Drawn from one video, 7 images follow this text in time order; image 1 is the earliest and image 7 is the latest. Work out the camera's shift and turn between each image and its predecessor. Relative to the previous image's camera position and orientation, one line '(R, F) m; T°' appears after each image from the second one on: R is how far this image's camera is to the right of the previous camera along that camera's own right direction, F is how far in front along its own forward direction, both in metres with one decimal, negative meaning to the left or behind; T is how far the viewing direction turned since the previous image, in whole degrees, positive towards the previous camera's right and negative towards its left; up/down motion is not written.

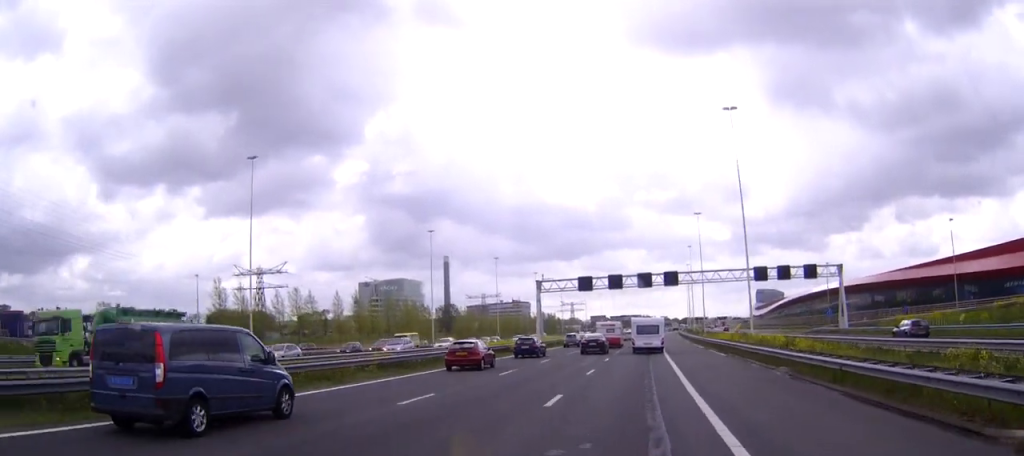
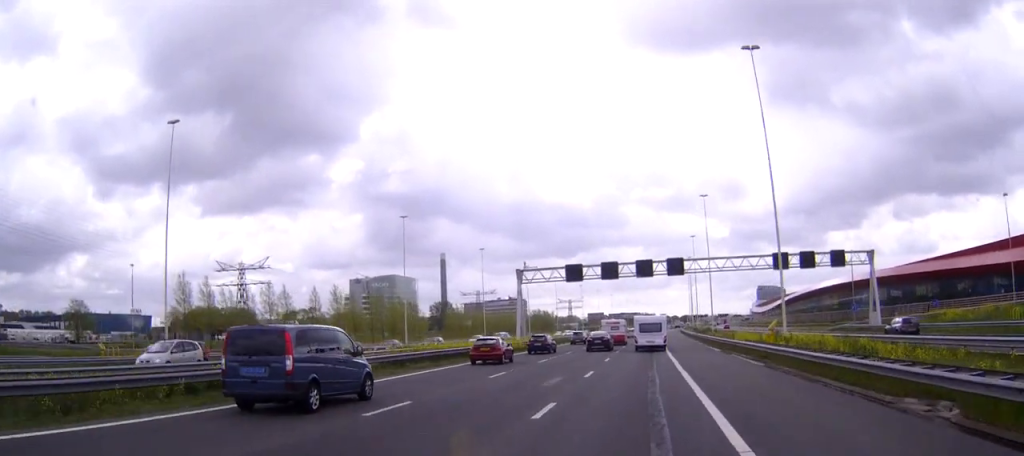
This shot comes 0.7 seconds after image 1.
(0.0, +14.6) m; 0°
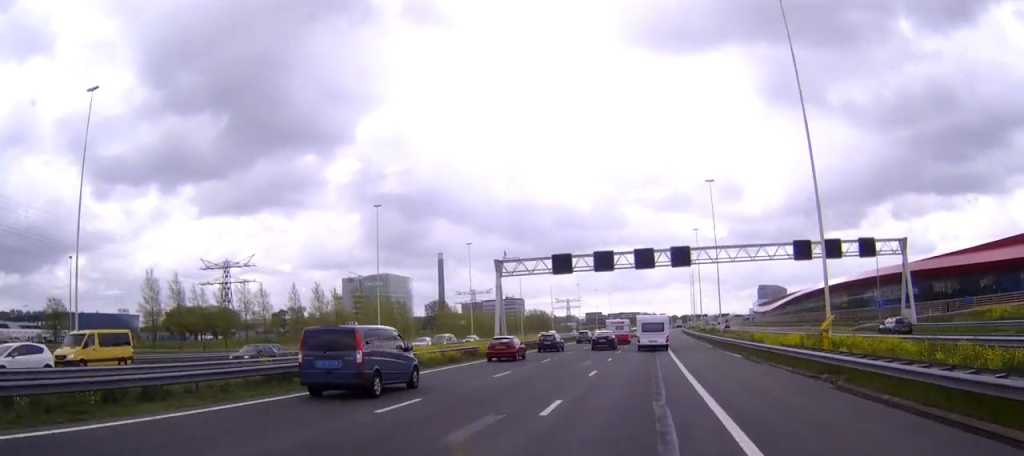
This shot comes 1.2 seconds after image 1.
(0.0, +11.6) m; 0°
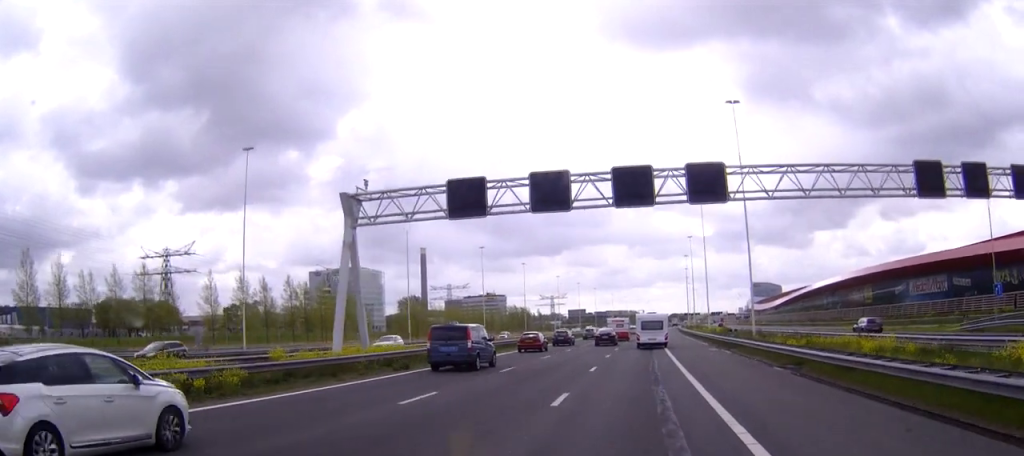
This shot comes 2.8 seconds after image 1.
(+0.3, +34.7) m; +1°
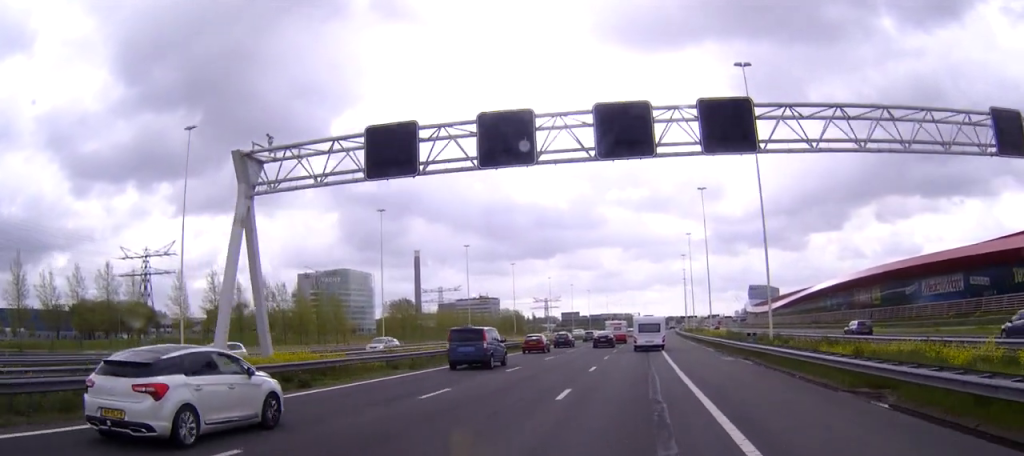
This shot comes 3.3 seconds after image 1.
(0.0, +10.1) m; 0°
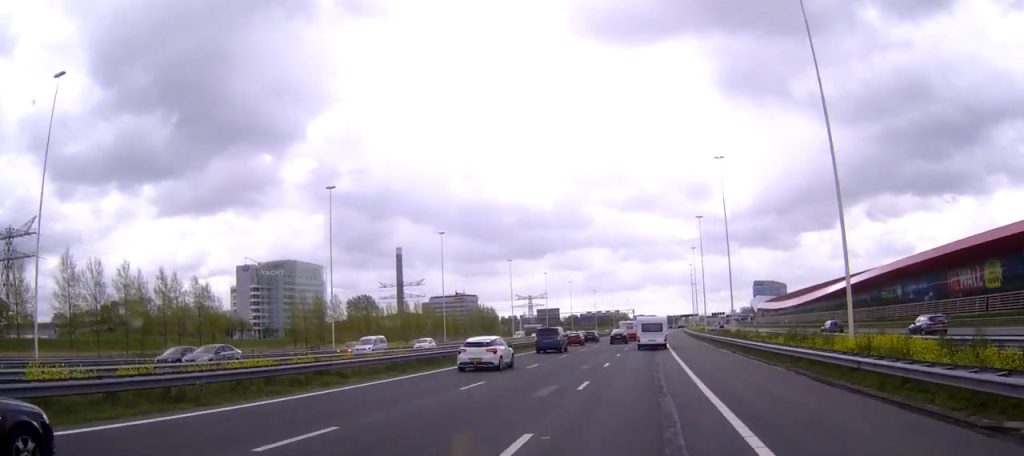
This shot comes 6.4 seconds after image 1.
(+0.3, +68.3) m; +1°
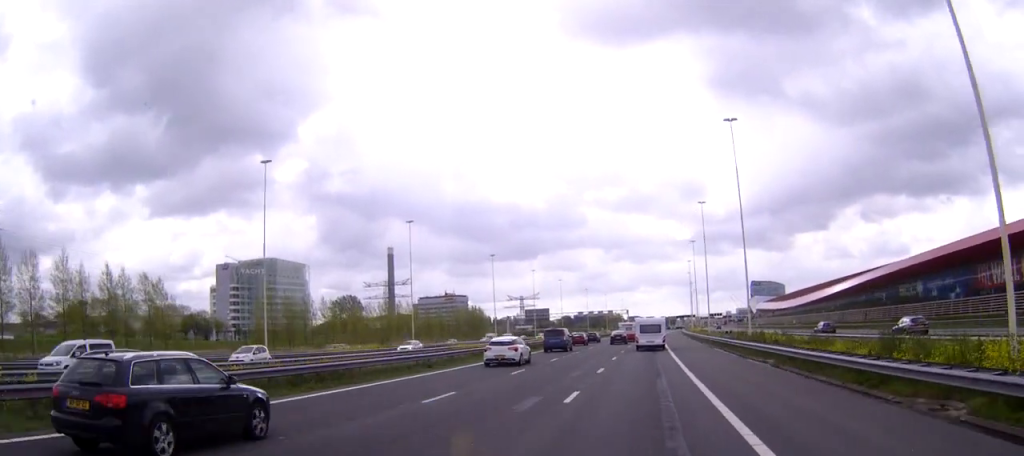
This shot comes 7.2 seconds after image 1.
(+0.1, +15.8) m; 0°
